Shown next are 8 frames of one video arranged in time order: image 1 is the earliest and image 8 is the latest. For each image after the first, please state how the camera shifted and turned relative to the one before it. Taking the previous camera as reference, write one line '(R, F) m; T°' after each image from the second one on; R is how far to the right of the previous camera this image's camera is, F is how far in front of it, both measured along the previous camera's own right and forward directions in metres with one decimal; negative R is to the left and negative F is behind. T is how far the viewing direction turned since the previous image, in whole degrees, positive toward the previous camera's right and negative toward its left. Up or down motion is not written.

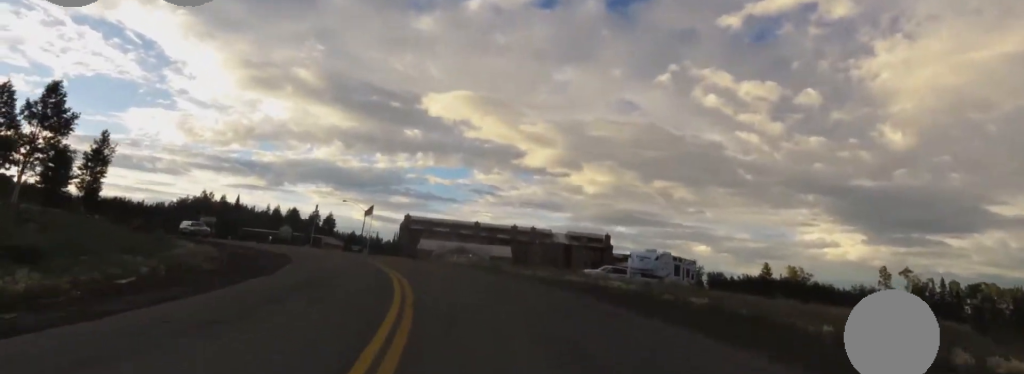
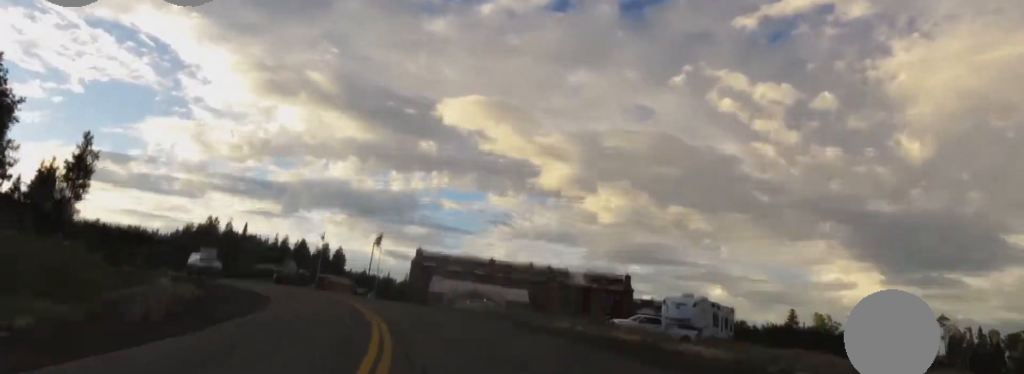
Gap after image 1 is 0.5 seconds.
(+0.2, +5.4) m; -4°
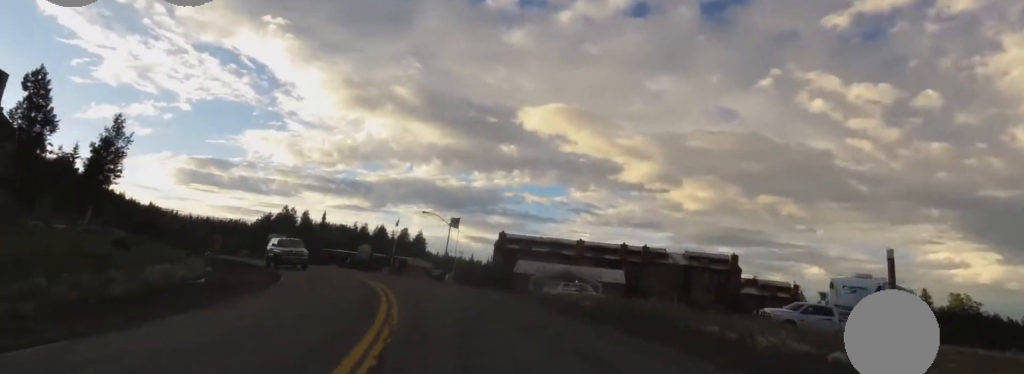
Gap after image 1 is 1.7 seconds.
(-1.4, +10.9) m; -7°
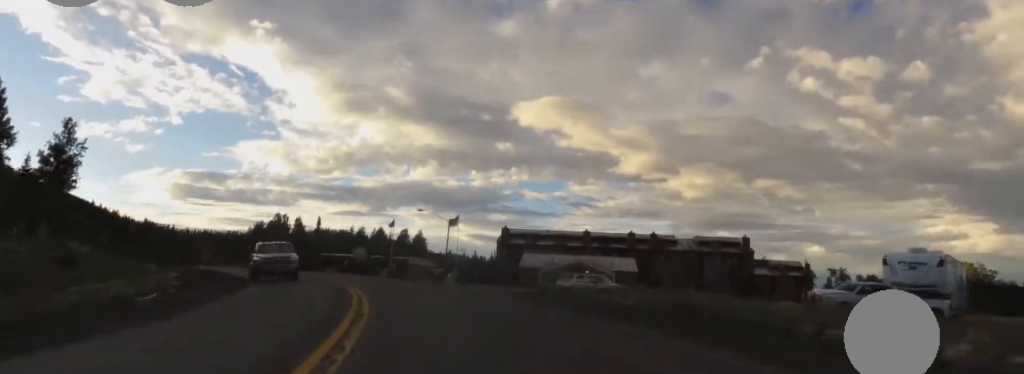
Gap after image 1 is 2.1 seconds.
(0.0, +4.4) m; 0°
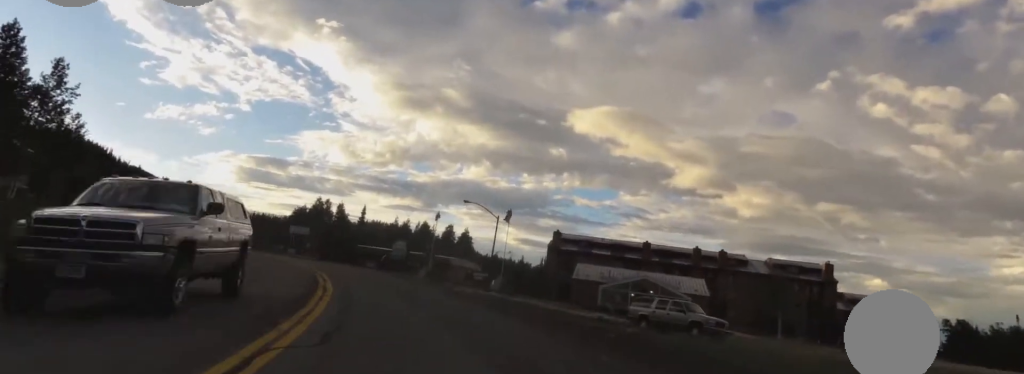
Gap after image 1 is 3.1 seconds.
(0.0, +9.5) m; -4°
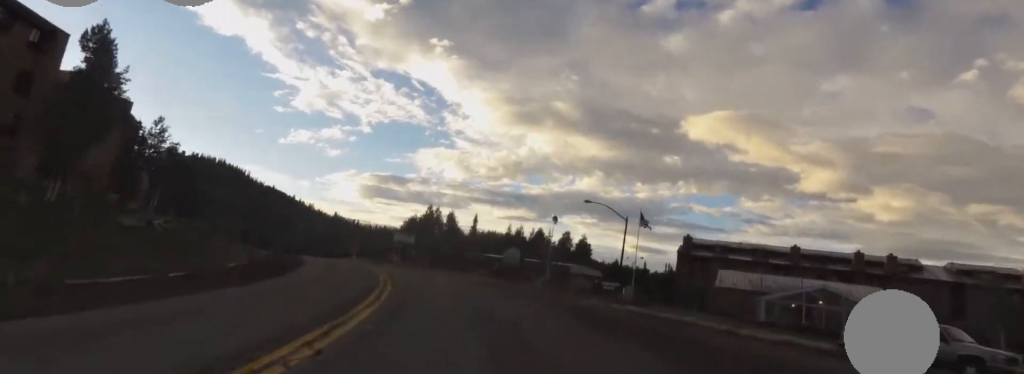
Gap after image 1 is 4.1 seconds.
(-0.7, +9.4) m; -9°
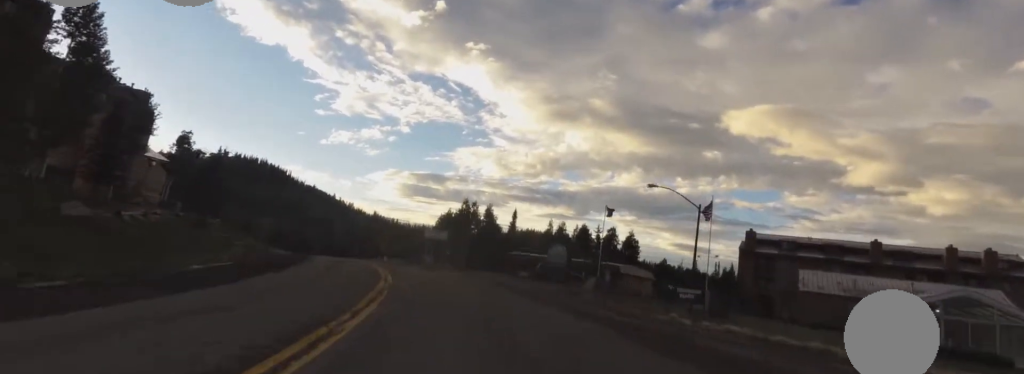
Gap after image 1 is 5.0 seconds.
(-0.7, +8.3) m; -4°
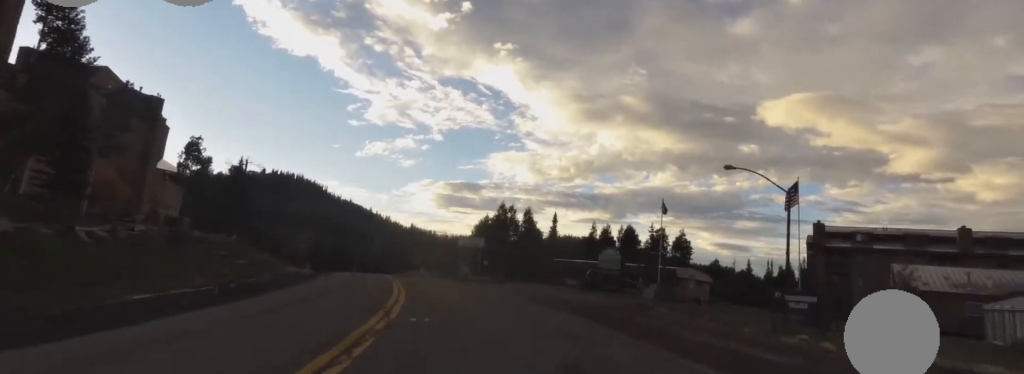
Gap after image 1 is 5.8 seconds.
(-0.1, +7.1) m; 0°
